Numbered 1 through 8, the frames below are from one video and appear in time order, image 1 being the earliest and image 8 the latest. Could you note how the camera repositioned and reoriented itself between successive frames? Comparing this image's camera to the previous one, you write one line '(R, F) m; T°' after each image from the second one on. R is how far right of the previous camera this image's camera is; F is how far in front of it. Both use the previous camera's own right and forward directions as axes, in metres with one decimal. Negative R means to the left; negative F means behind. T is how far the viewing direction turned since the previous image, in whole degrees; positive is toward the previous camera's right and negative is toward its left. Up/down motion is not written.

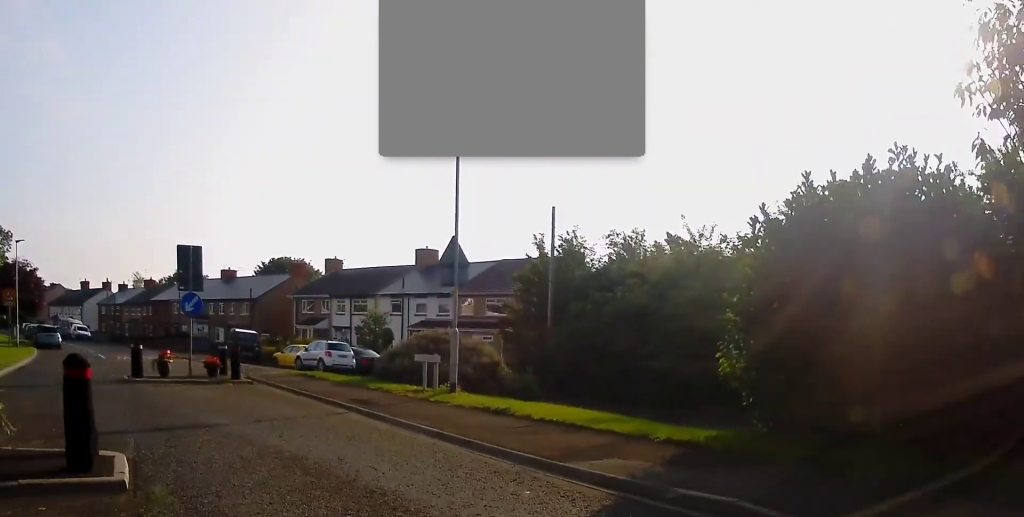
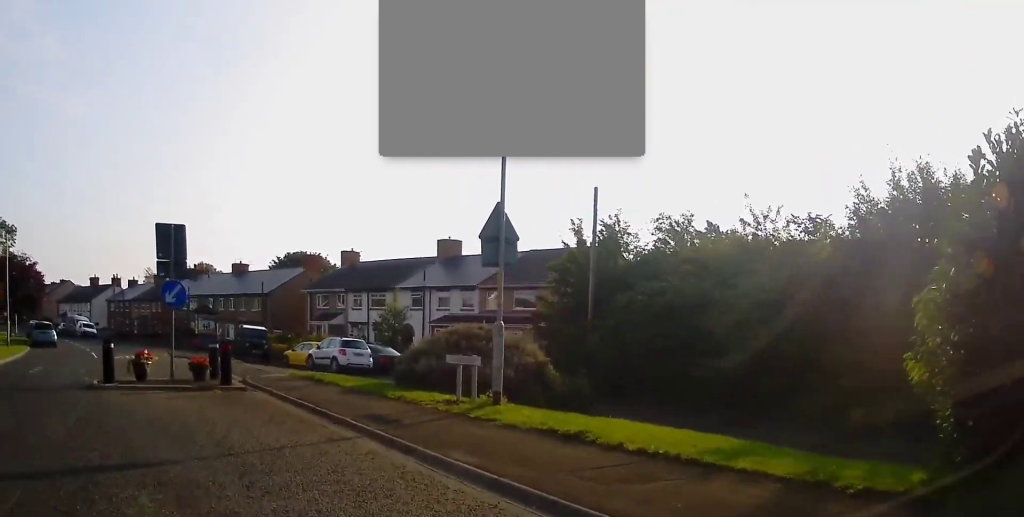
(-0.2, +3.3) m; 0°
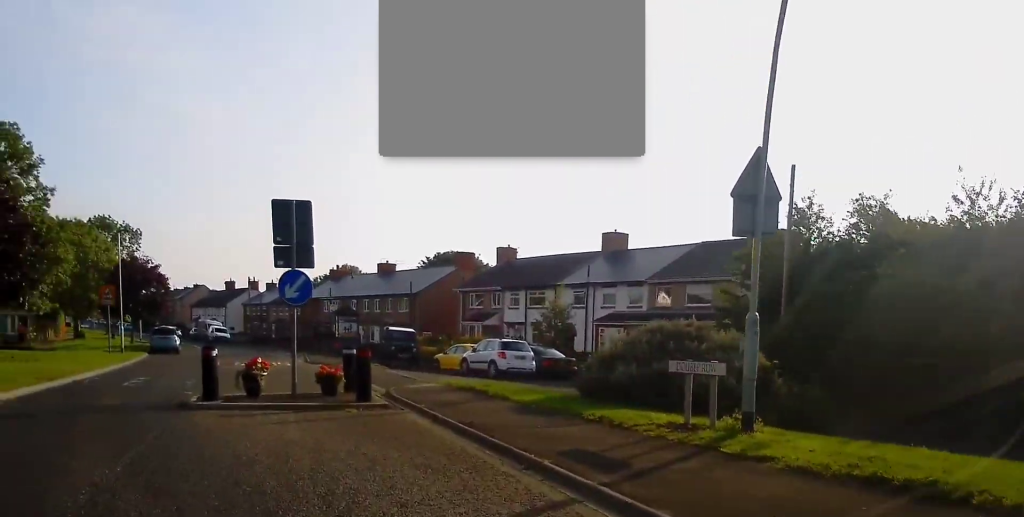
(+0.2, +3.6) m; -8°
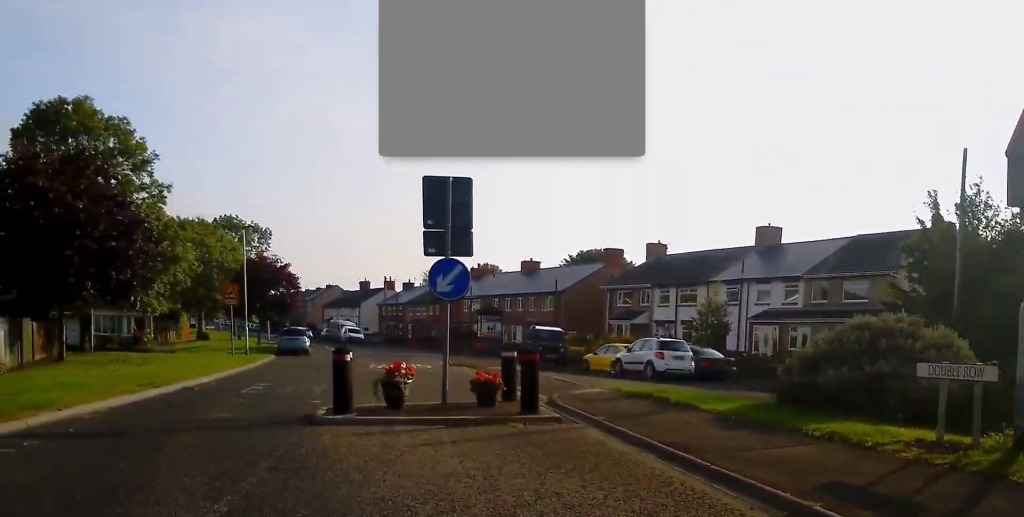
(-0.4, +2.1) m; -9°
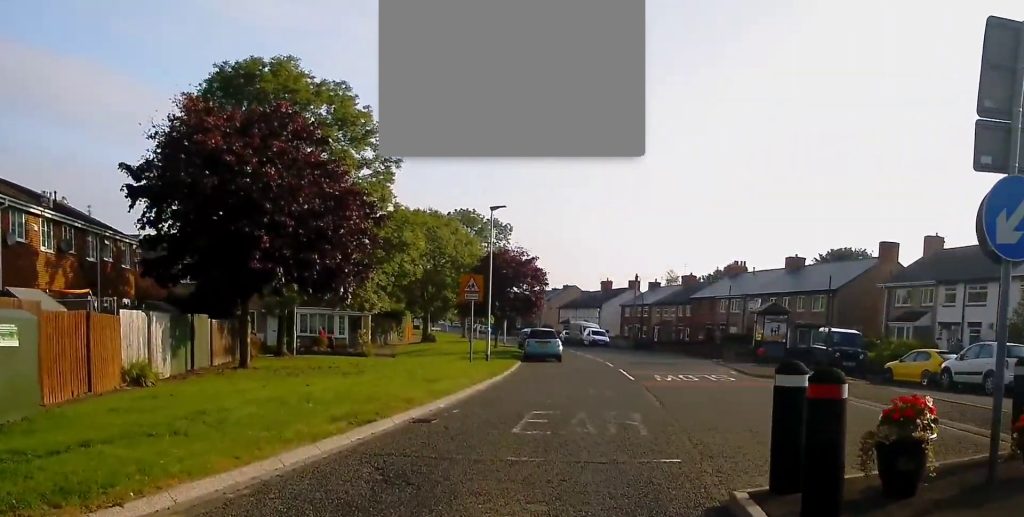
(-0.9, +6.8) m; -9°
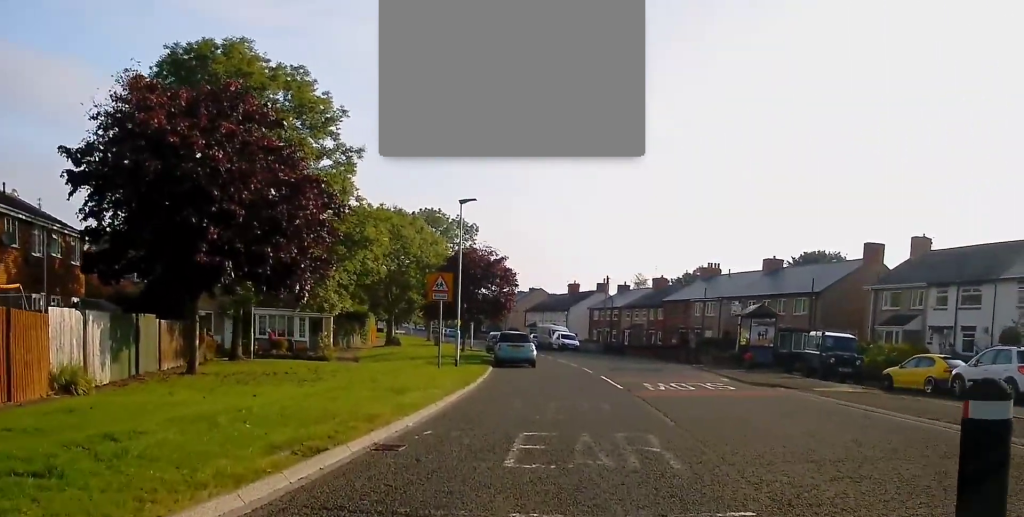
(-0.2, +2.2) m; +2°
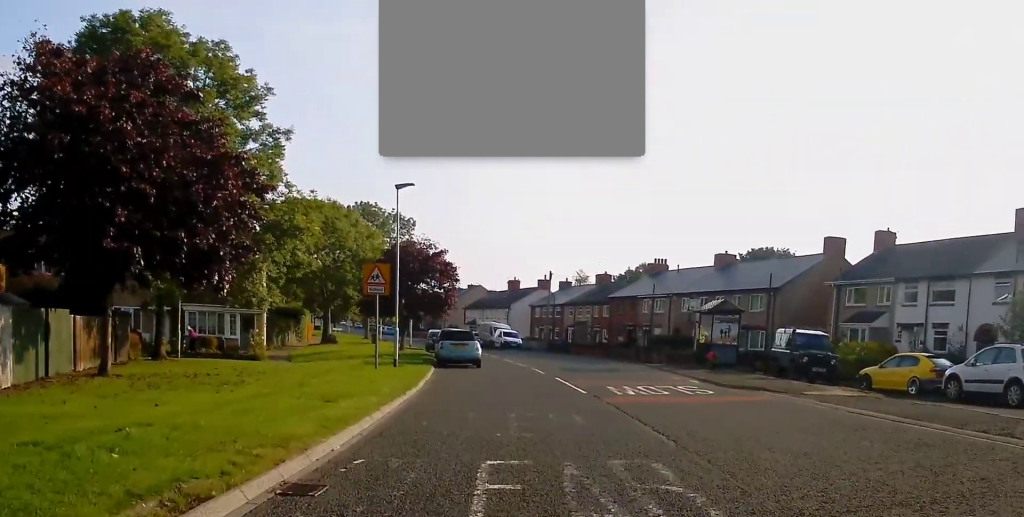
(0.0, +2.3) m; +3°
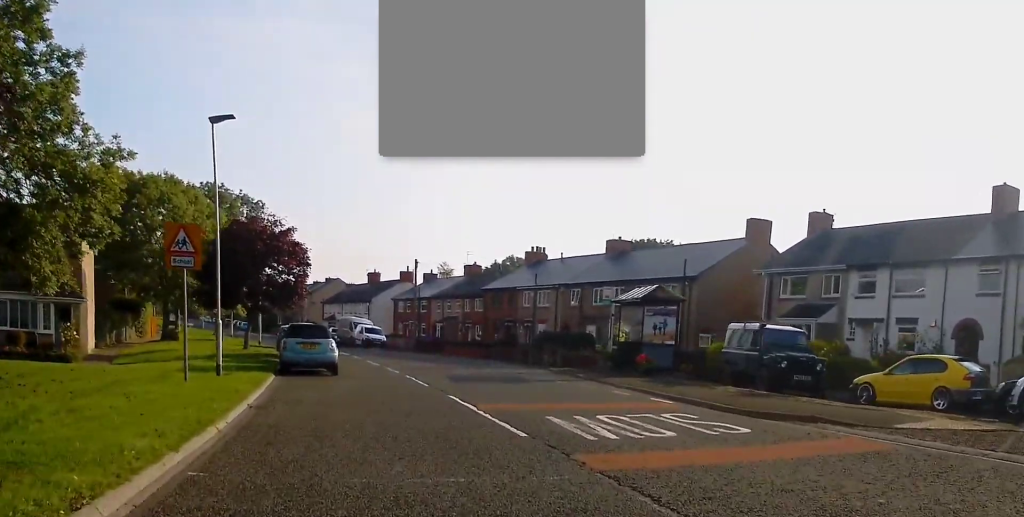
(+0.9, +7.4) m; +8°
